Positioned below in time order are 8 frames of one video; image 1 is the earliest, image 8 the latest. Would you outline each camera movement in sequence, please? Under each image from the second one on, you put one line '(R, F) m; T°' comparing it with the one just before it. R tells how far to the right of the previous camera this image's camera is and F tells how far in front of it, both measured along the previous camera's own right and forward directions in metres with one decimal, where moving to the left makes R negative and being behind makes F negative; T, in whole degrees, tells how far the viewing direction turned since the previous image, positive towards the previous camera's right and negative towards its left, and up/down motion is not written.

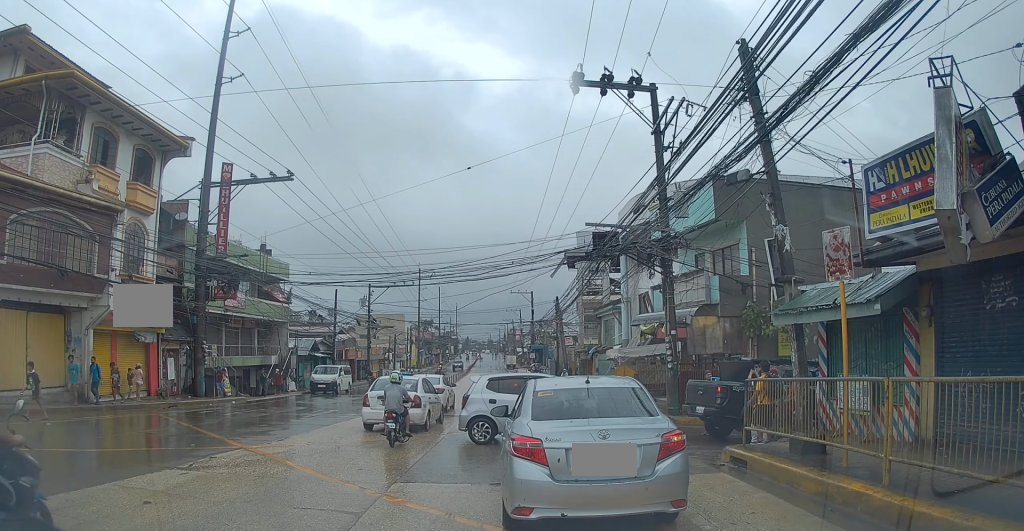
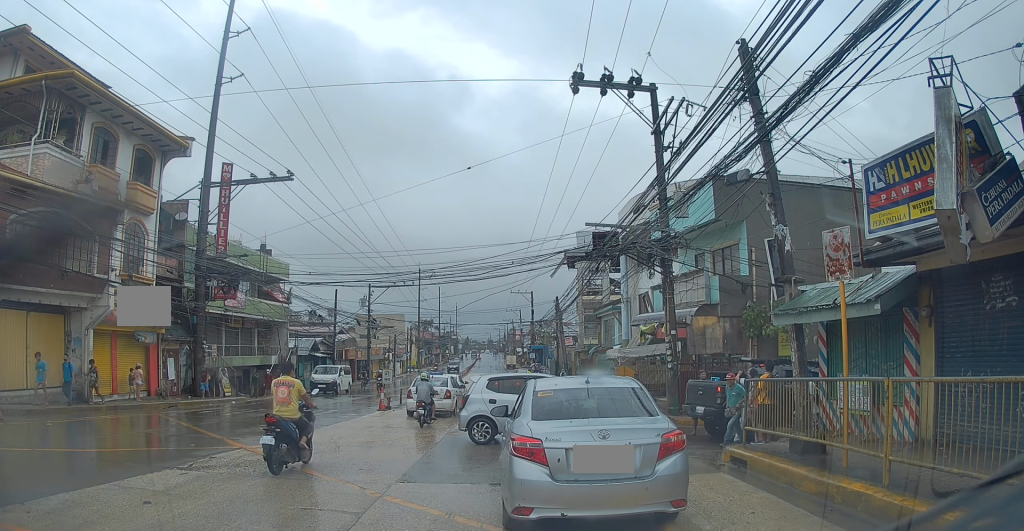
(0.0, 0.0) m; 0°
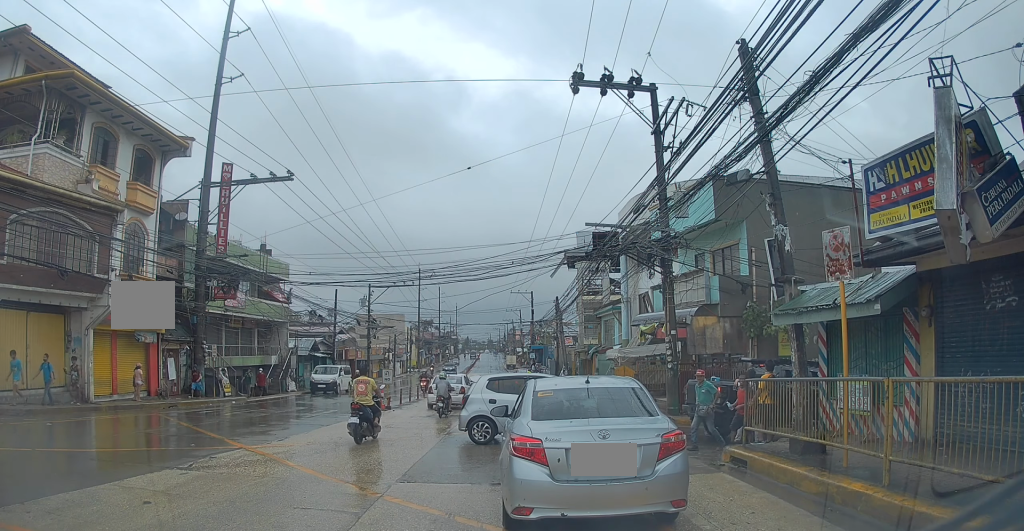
(0.0, 0.0) m; 0°
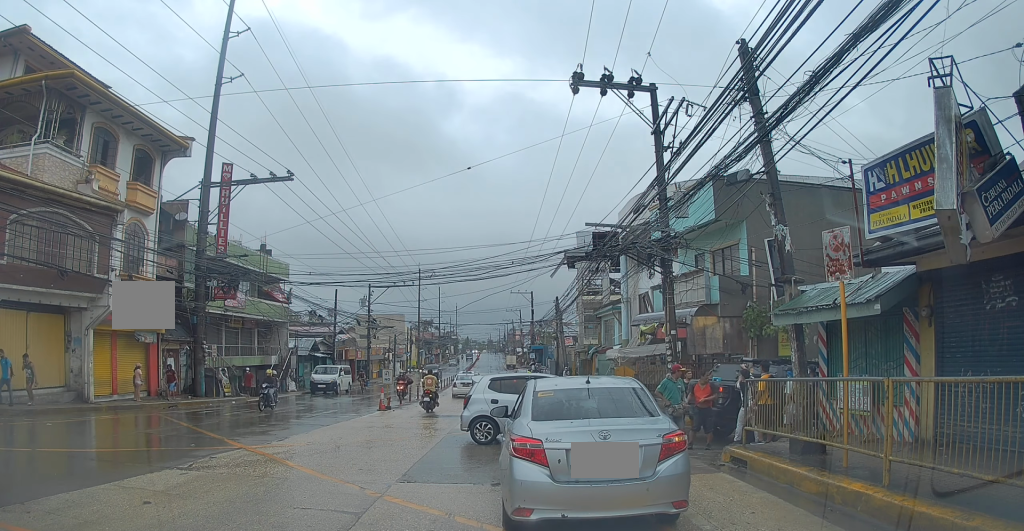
(0.0, 0.0) m; 0°
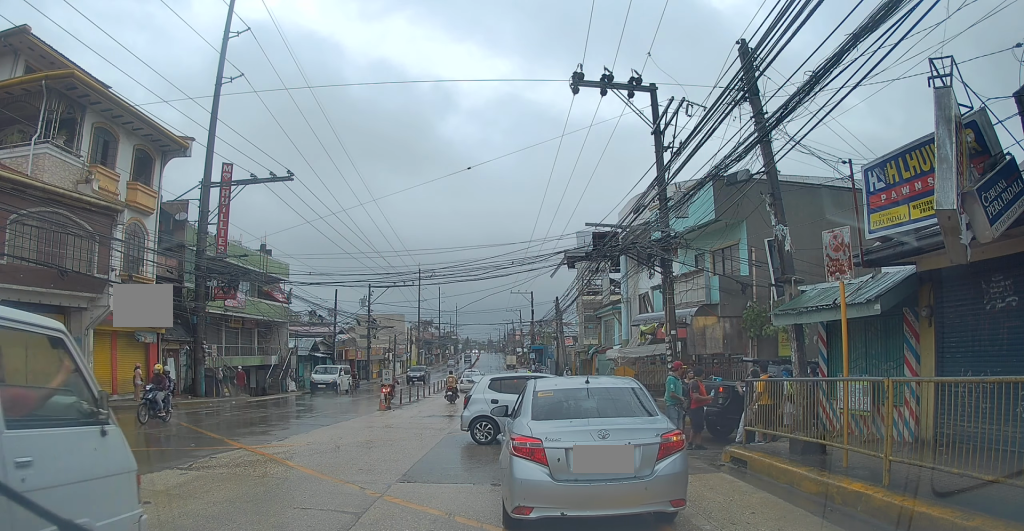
(0.0, 0.0) m; 0°
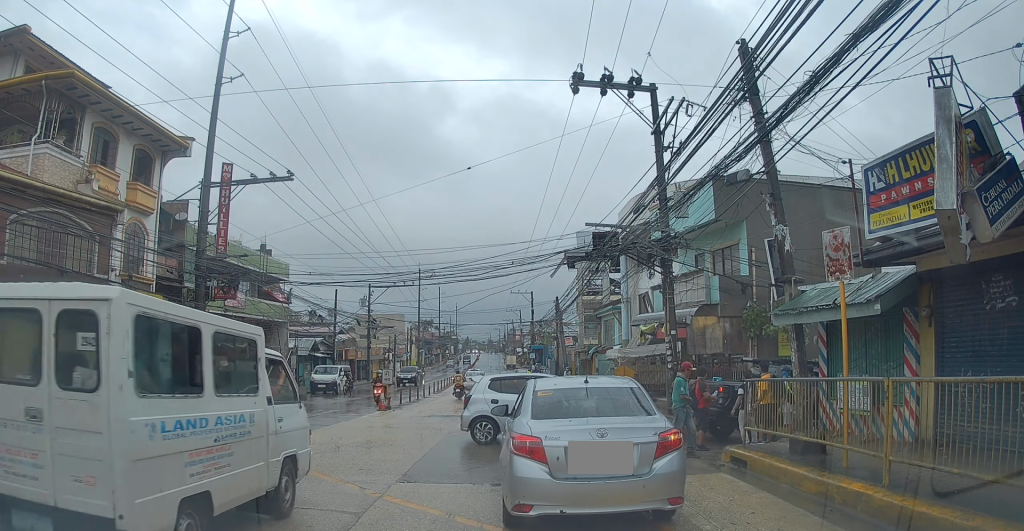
(0.0, 0.0) m; 0°
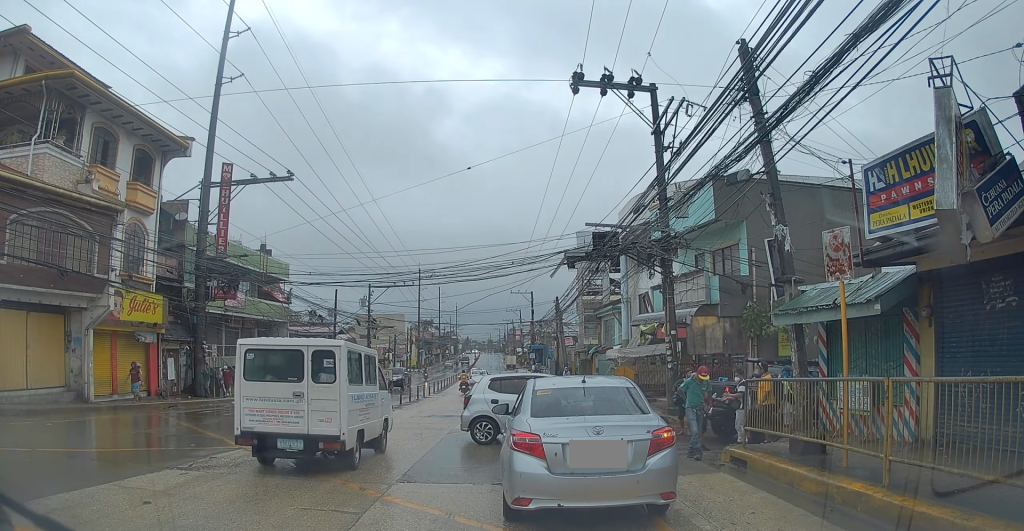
(0.0, 0.0) m; 0°
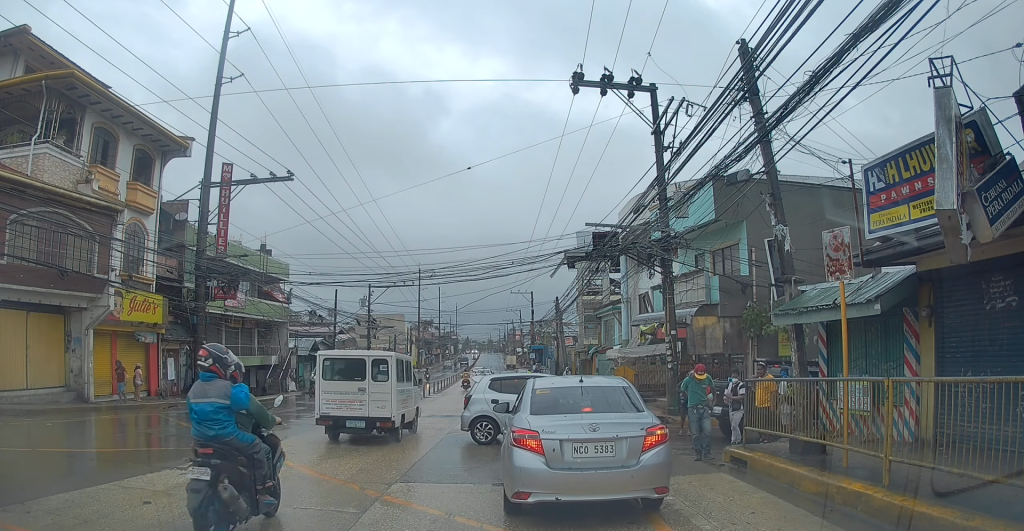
(0.0, 0.0) m; 0°
